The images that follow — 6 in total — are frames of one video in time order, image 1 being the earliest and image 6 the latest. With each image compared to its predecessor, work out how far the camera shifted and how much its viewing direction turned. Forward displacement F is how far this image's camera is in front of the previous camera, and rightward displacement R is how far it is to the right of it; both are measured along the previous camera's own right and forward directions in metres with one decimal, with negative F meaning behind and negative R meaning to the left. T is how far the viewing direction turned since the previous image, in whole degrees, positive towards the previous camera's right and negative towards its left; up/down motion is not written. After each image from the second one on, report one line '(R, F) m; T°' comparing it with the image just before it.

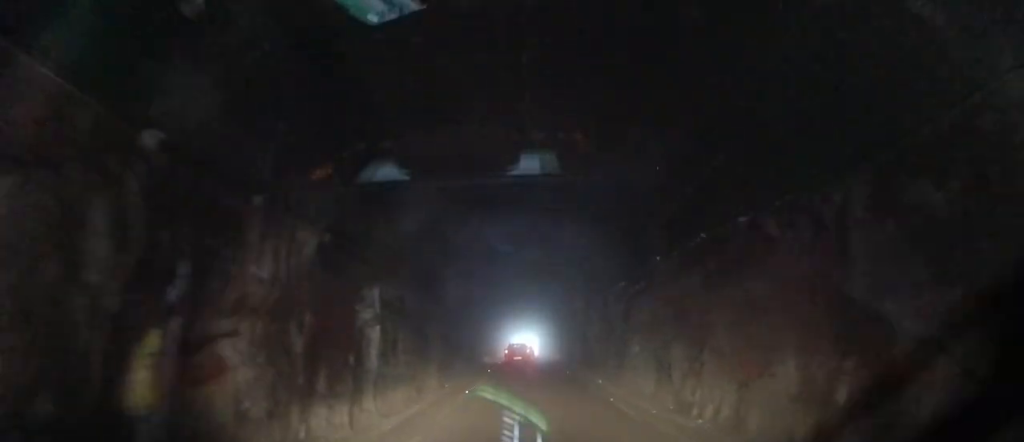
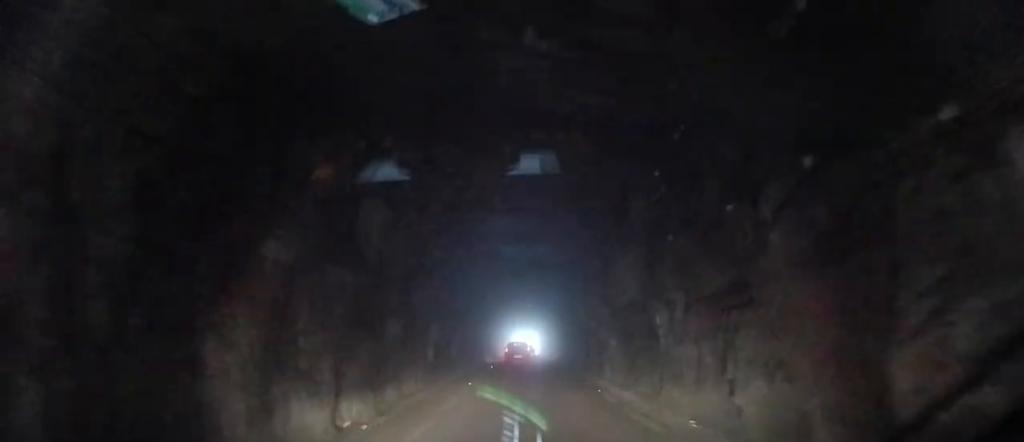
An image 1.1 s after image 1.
(+0.1, +11.3) m; +1°
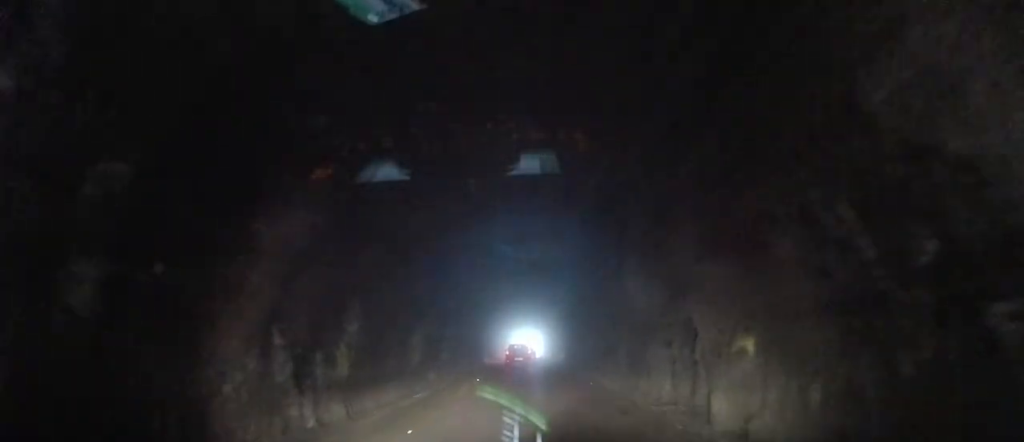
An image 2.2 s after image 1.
(+0.1, +11.0) m; -1°
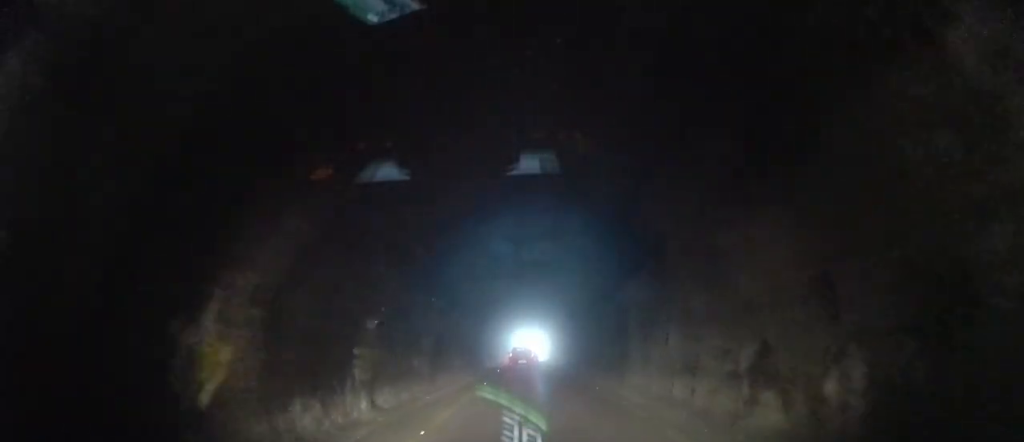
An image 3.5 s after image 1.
(-0.3, +13.5) m; -1°
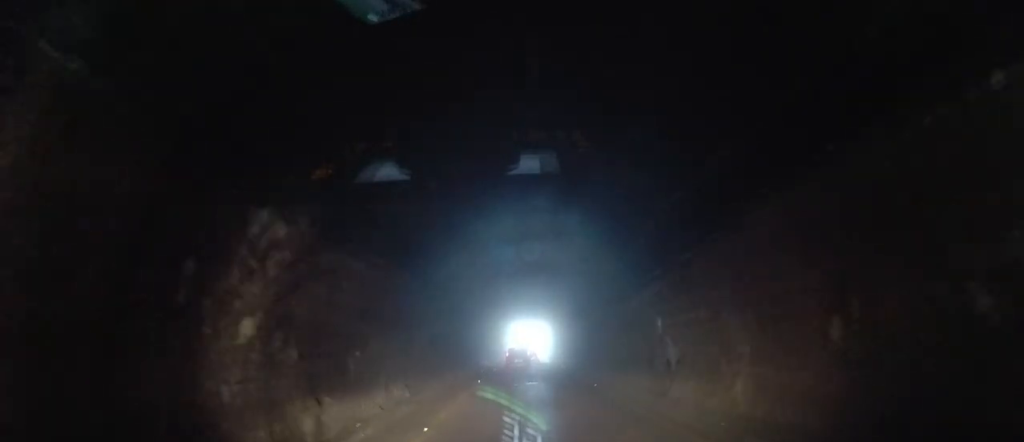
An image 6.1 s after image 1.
(+0.6, +27.6) m; +1°
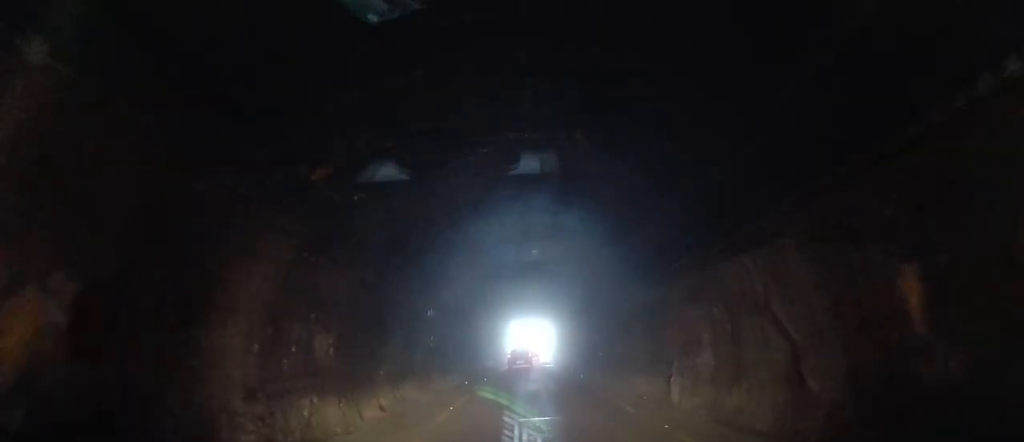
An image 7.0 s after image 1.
(-0.2, +8.9) m; -1°
